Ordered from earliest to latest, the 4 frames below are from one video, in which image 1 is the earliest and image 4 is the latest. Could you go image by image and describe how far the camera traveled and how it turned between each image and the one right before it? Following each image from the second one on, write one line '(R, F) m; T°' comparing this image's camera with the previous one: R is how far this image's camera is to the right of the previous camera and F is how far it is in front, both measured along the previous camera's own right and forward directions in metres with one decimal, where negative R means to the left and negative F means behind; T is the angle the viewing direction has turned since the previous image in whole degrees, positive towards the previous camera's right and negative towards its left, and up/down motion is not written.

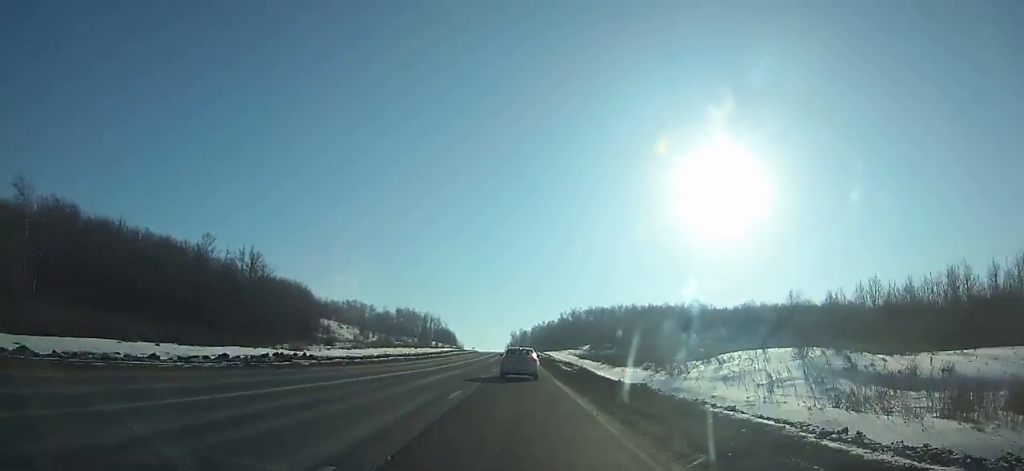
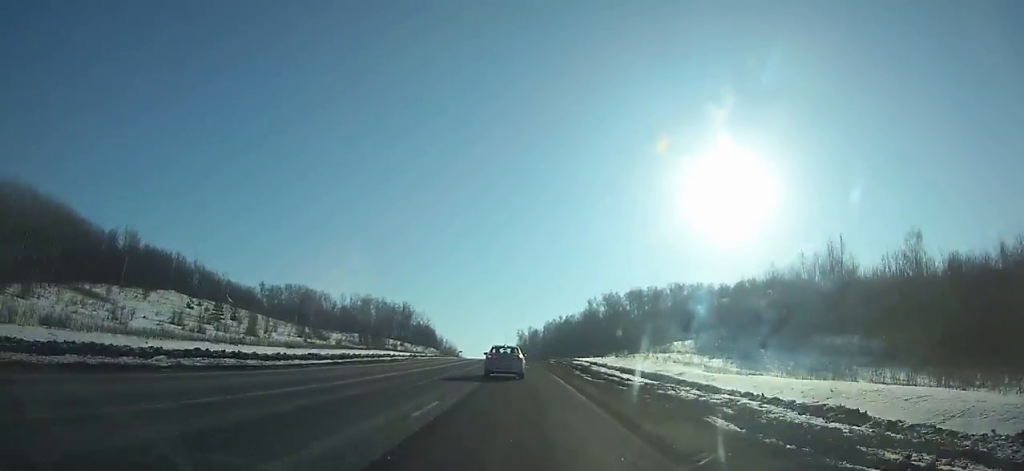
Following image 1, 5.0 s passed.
(-0.7, +110.3) m; -1°
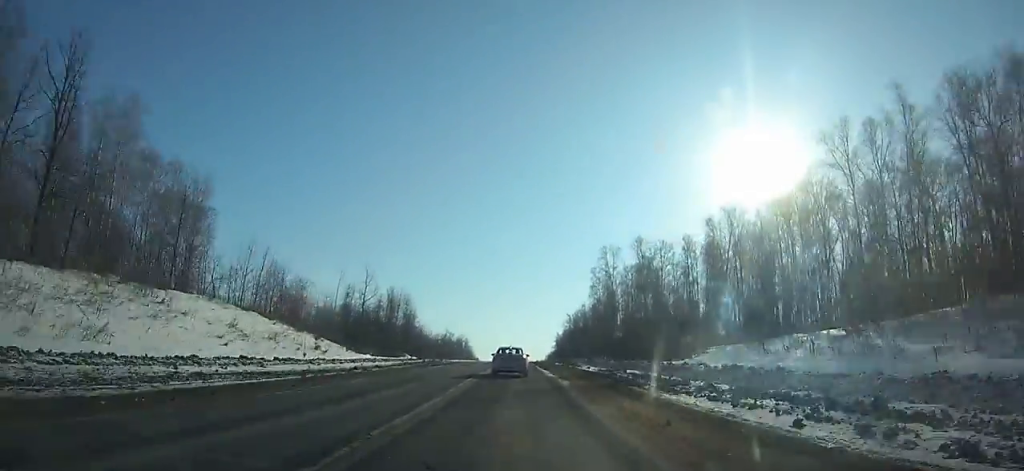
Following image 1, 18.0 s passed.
(-11.3, +284.8) m; -3°
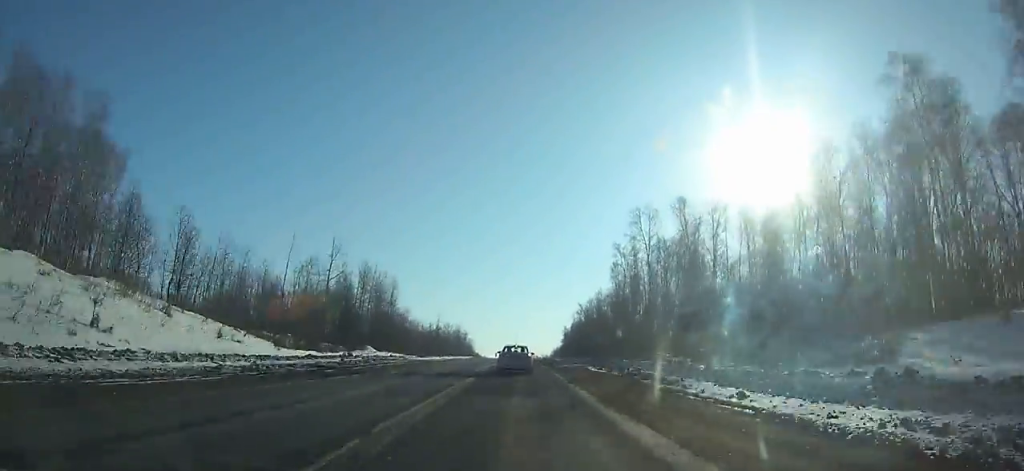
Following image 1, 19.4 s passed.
(0.0, +31.6) m; 0°
